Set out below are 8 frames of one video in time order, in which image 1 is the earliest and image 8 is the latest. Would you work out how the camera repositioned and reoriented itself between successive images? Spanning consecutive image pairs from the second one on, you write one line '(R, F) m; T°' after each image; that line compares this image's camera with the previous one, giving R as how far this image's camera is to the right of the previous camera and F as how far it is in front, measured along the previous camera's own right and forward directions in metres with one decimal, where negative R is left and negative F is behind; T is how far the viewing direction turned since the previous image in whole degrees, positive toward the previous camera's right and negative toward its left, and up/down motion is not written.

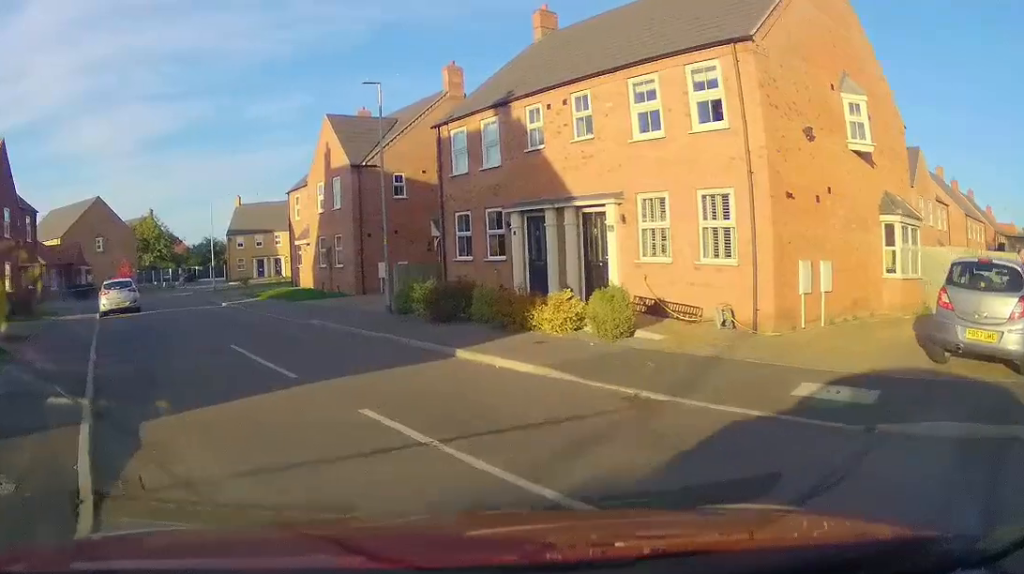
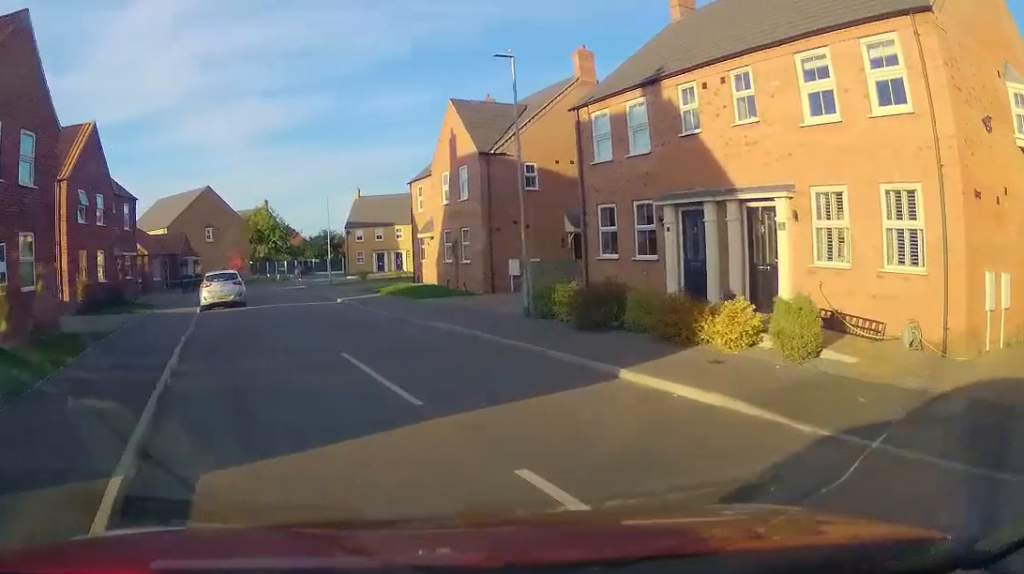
(-0.5, +1.9) m; -10°
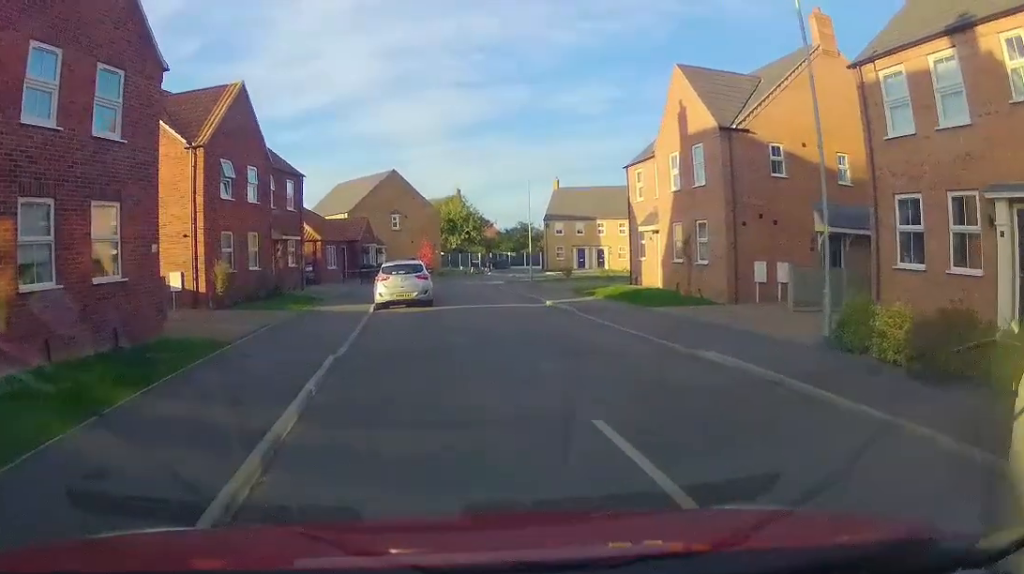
(-0.8, +5.0) m; -13°
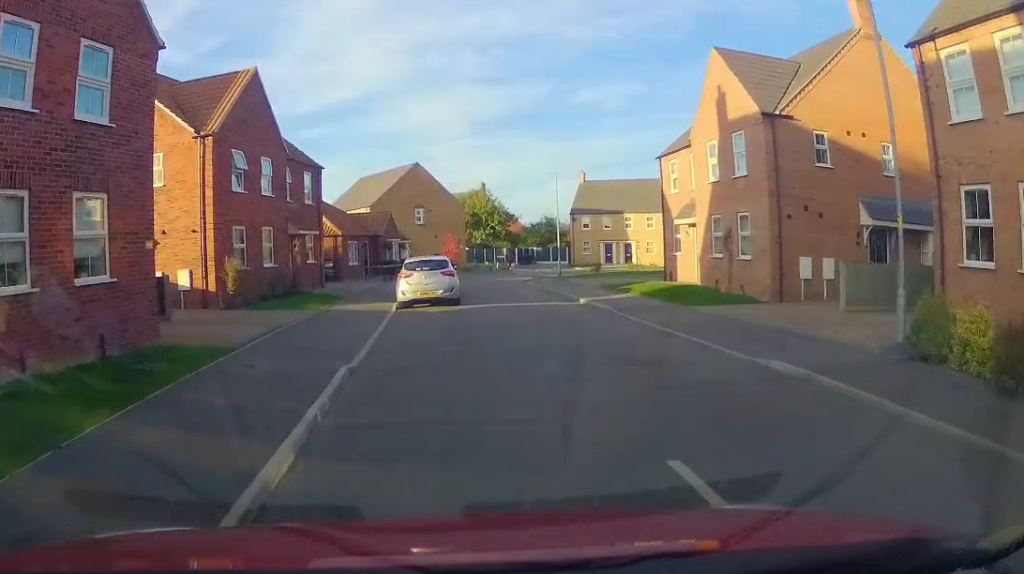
(-0.3, +1.3) m; 0°
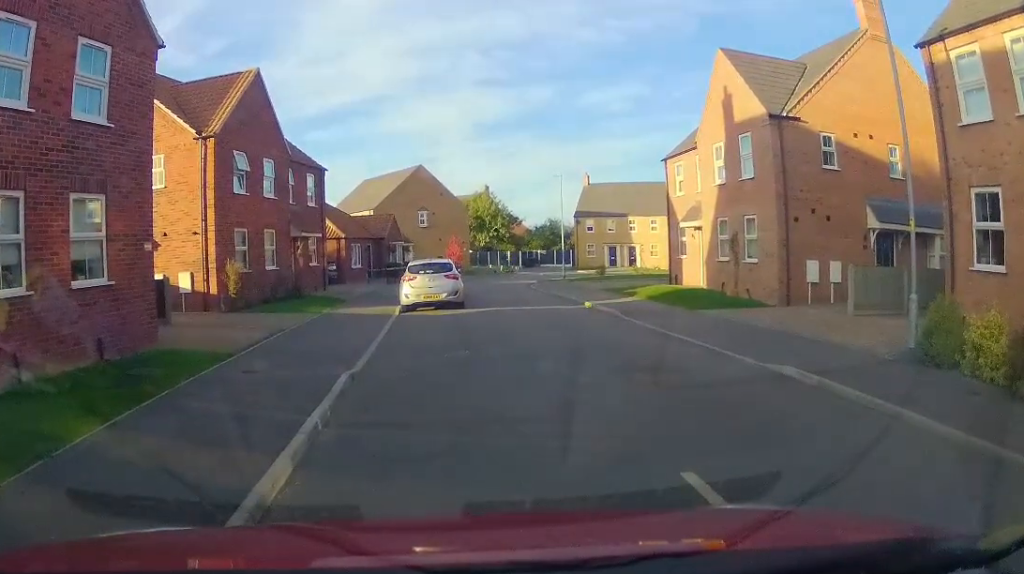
(-0.1, +1.1) m; 0°
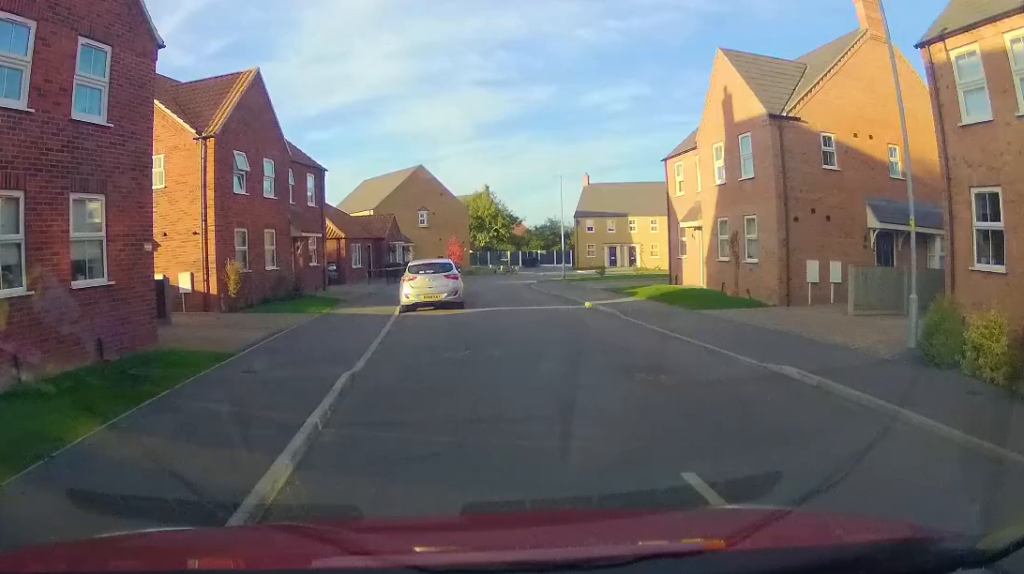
(0.0, +0.2) m; 0°
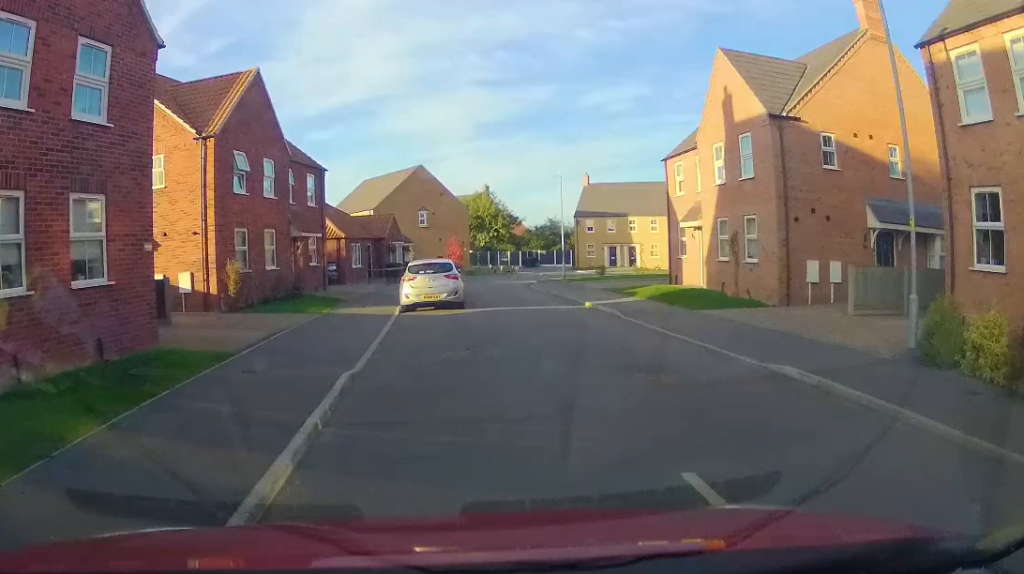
(0.0, 0.0) m; 0°
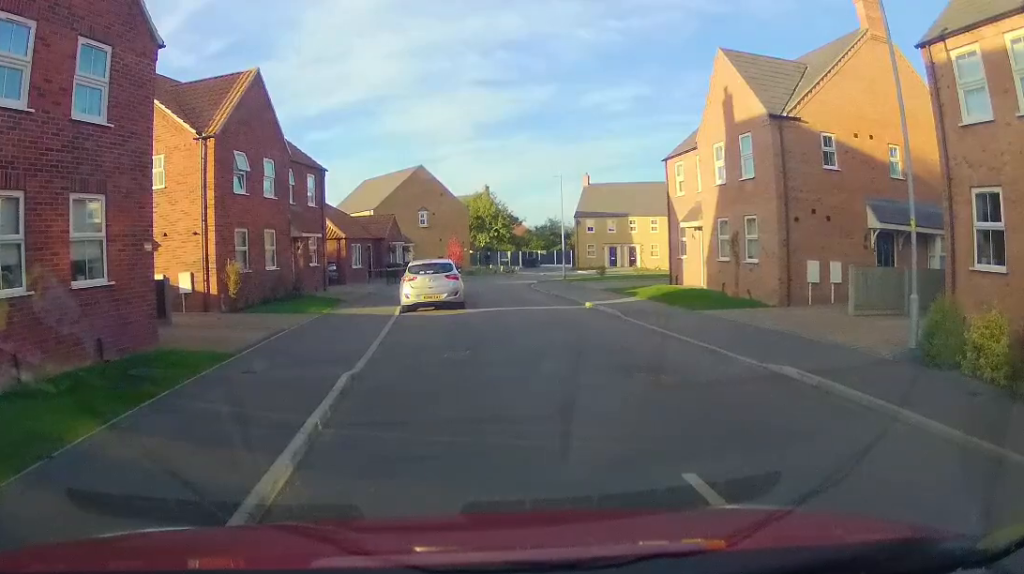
(0.0, 0.0) m; 0°
